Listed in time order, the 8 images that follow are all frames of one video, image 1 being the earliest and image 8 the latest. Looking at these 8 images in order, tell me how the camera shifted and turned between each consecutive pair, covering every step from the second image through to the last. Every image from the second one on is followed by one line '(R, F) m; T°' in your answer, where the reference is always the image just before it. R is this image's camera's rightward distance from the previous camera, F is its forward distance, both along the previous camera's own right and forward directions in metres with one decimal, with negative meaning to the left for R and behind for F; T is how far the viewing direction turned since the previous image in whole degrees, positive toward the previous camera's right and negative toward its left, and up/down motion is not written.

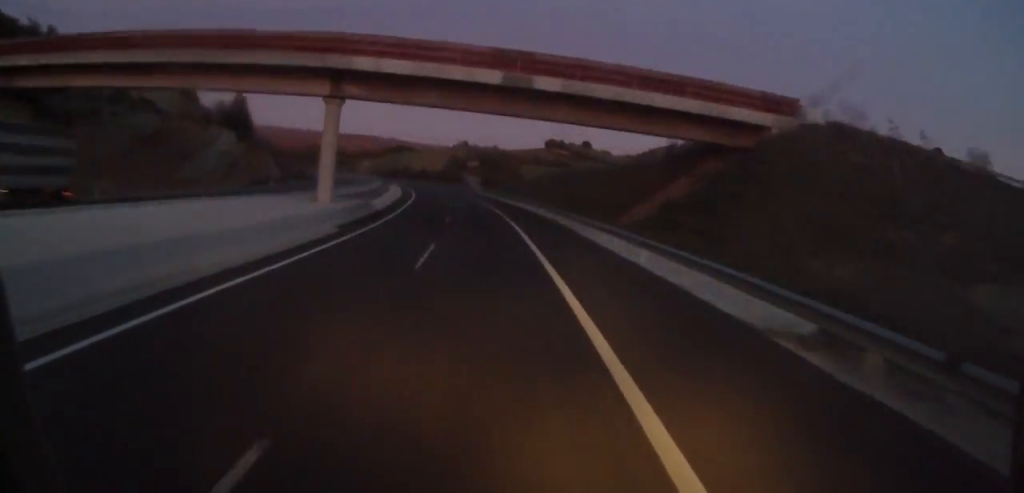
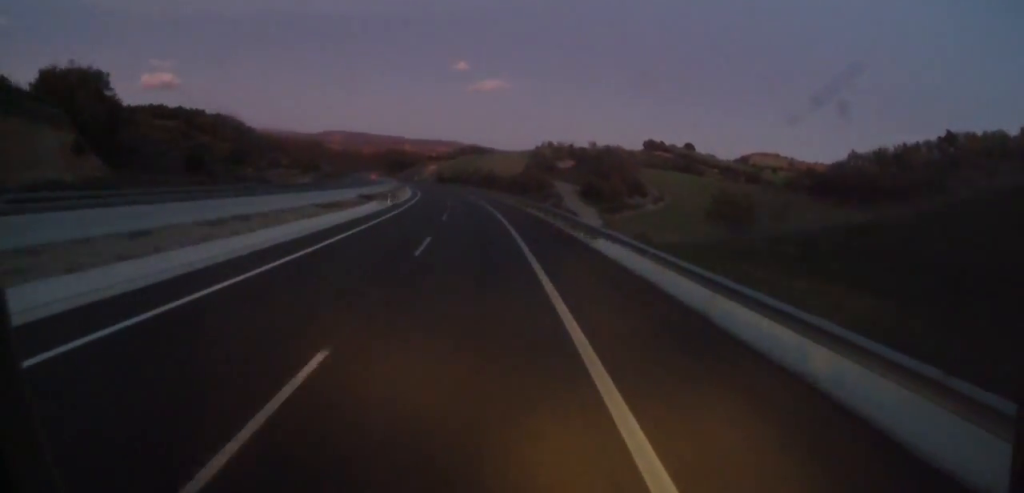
(-4.9, +86.3) m; -7°
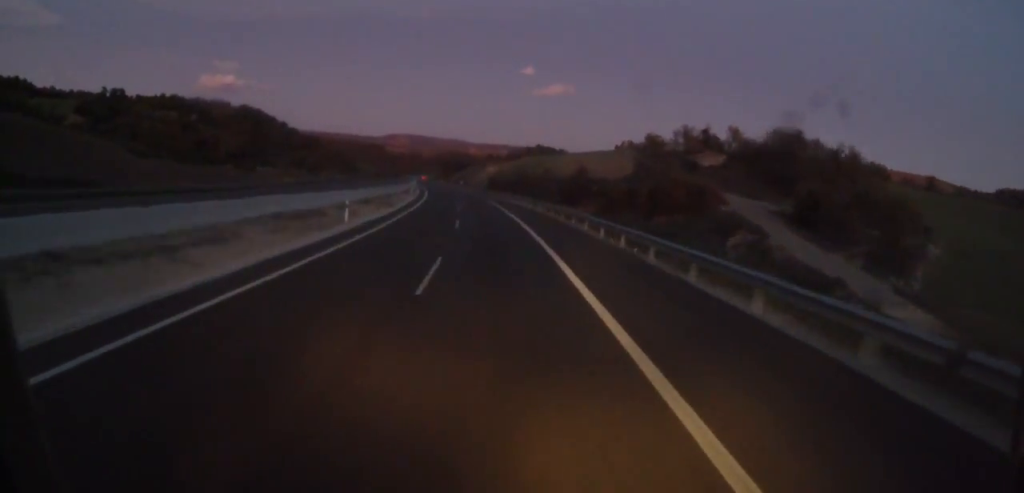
(-4.5, +79.2) m; -5°
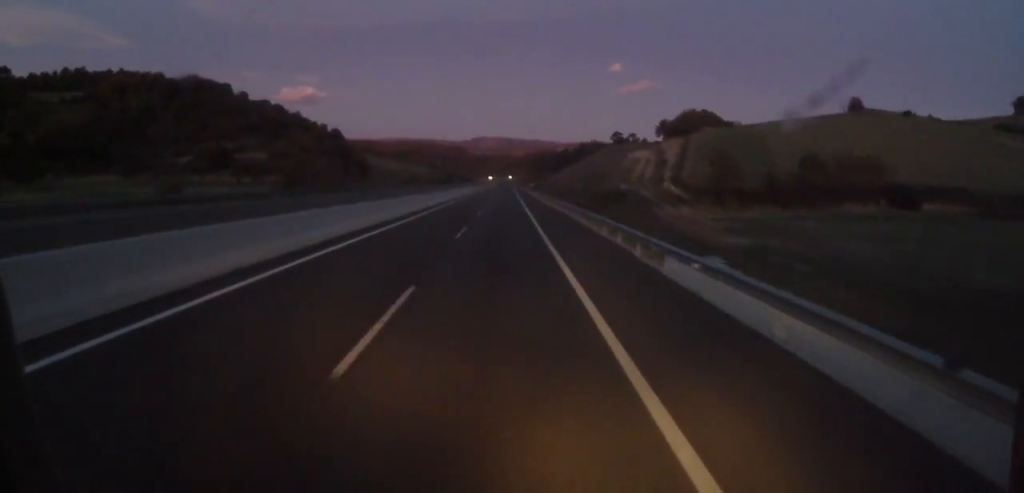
(-12.8, +207.0) m; -5°
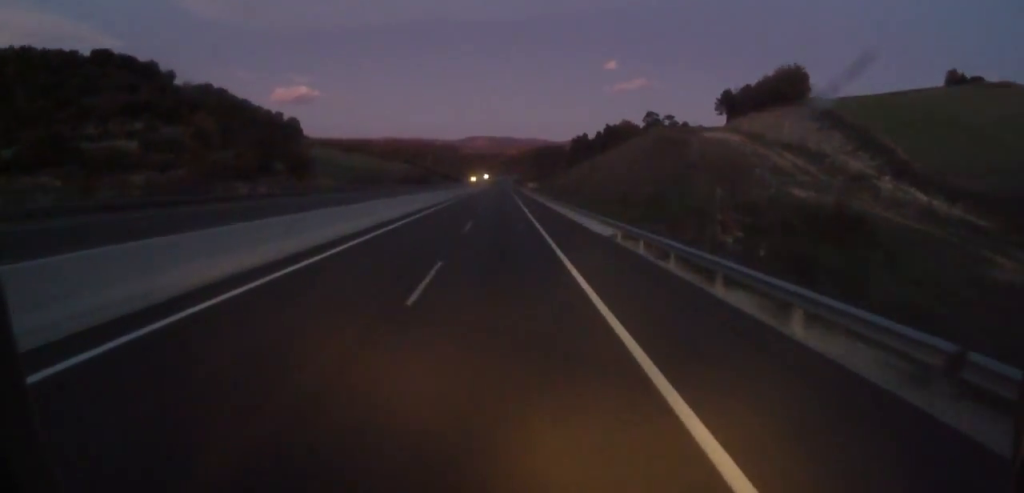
(-0.7, +69.4) m; 0°
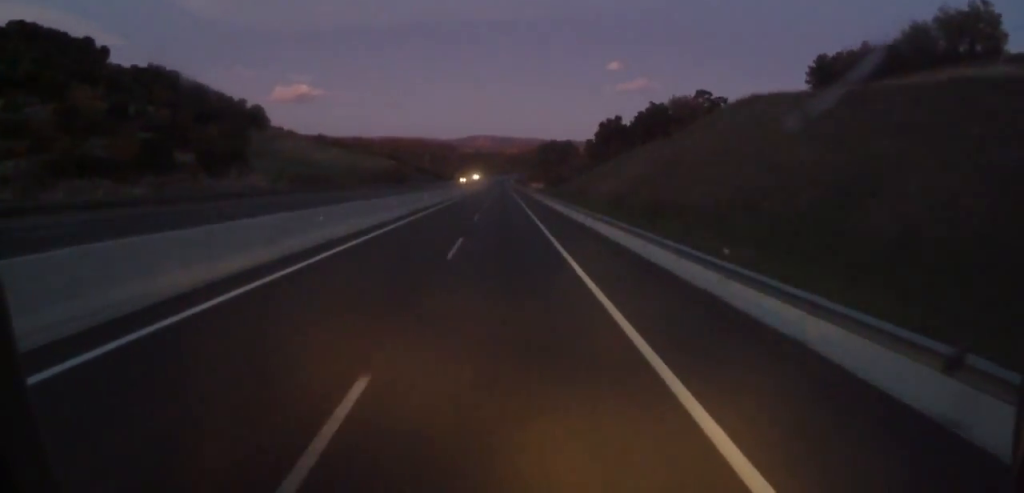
(-1.0, +48.5) m; 0°
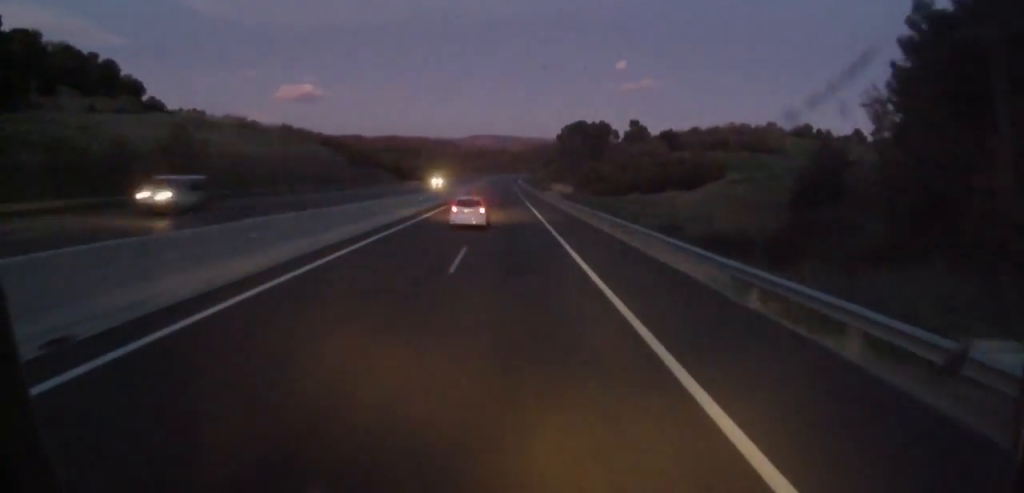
(+2.8, +113.9) m; +1°
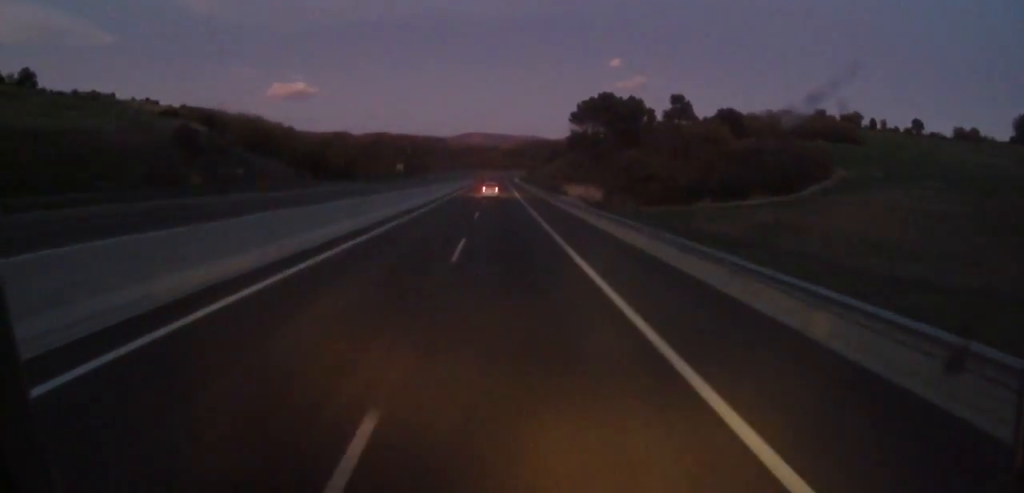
(-0.8, +71.9) m; 0°
